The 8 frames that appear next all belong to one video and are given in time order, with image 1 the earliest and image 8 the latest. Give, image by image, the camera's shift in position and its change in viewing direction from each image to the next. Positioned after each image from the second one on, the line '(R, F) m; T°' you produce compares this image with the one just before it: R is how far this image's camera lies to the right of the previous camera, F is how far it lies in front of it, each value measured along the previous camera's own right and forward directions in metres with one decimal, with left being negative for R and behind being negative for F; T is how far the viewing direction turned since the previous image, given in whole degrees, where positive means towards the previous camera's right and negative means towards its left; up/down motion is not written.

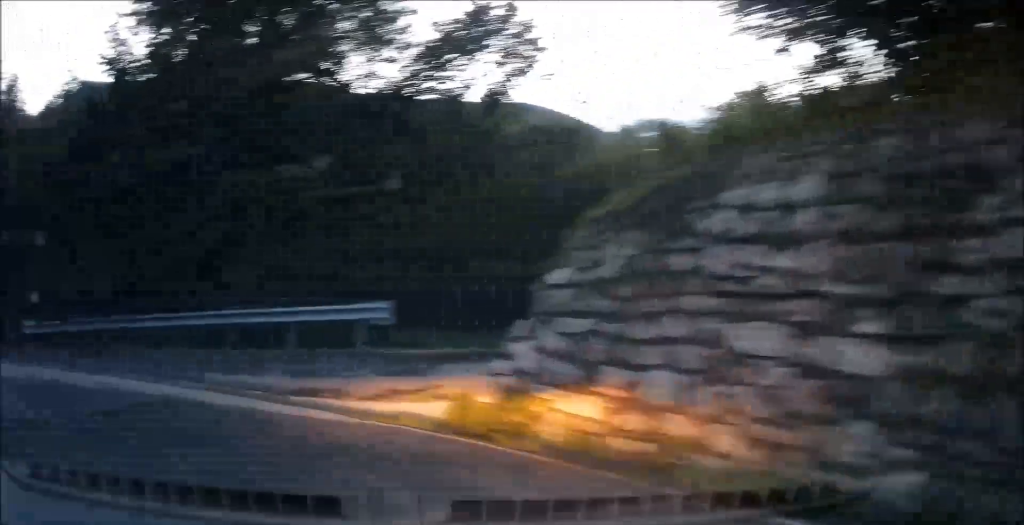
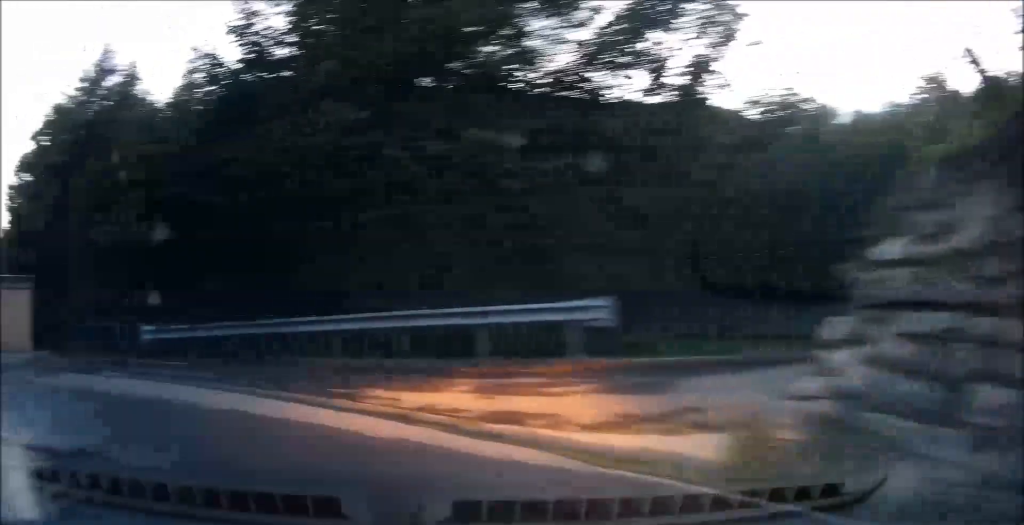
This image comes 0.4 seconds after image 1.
(0.0, +2.2) m; -18°
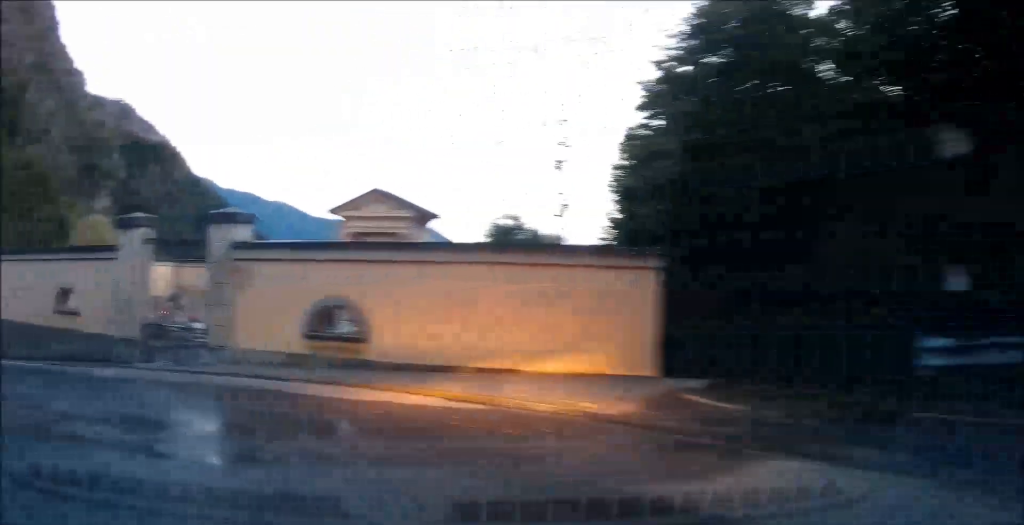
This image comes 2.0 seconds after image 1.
(-3.8, +5.9) m; -60°
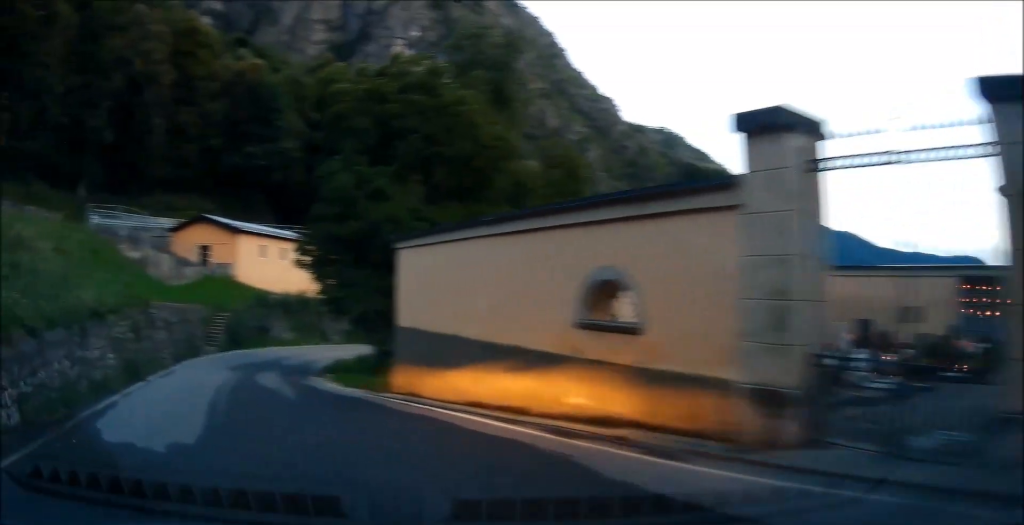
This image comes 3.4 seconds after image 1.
(-2.9, +5.9) m; -48°
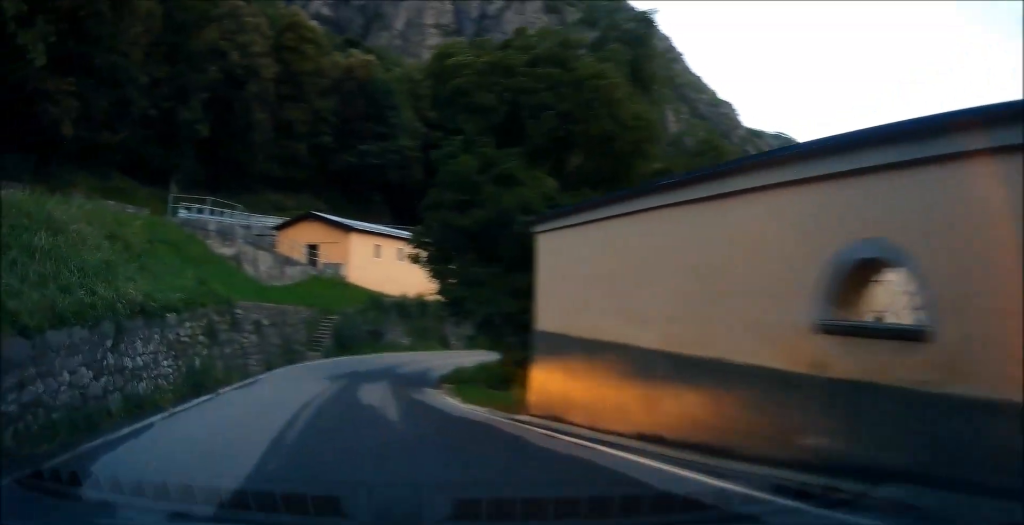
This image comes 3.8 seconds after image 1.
(-0.4, +2.6) m; -6°
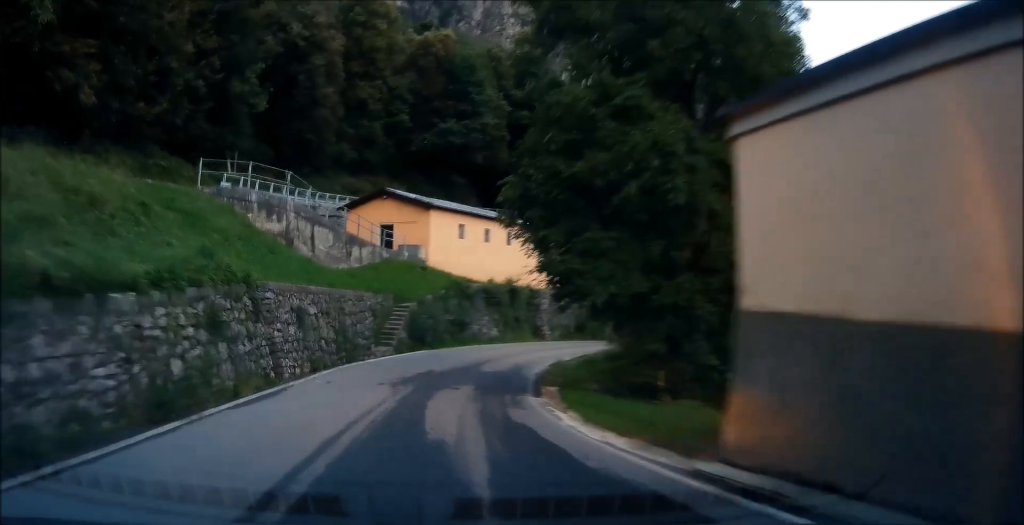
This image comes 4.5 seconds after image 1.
(-0.4, +4.2) m; -6°
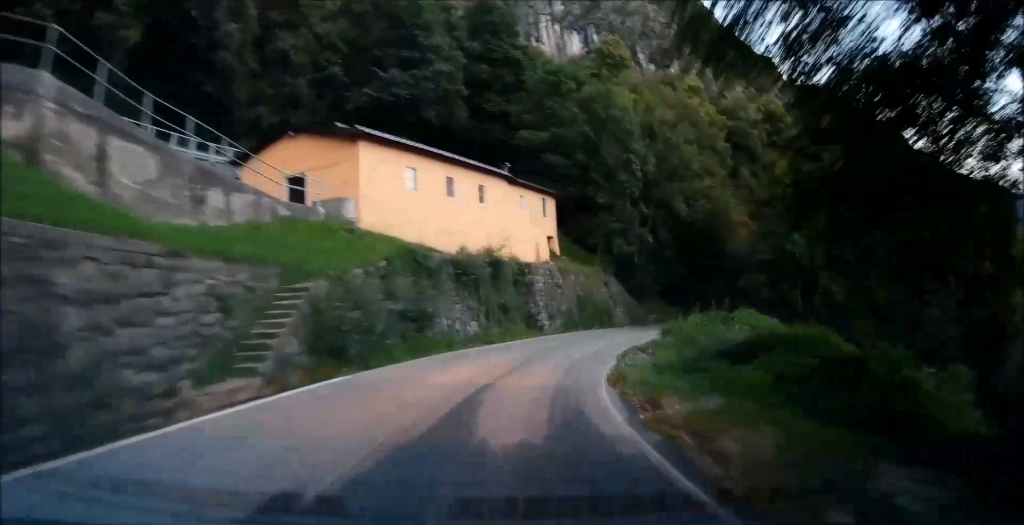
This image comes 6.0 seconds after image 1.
(+0.8, +12.8) m; +8°
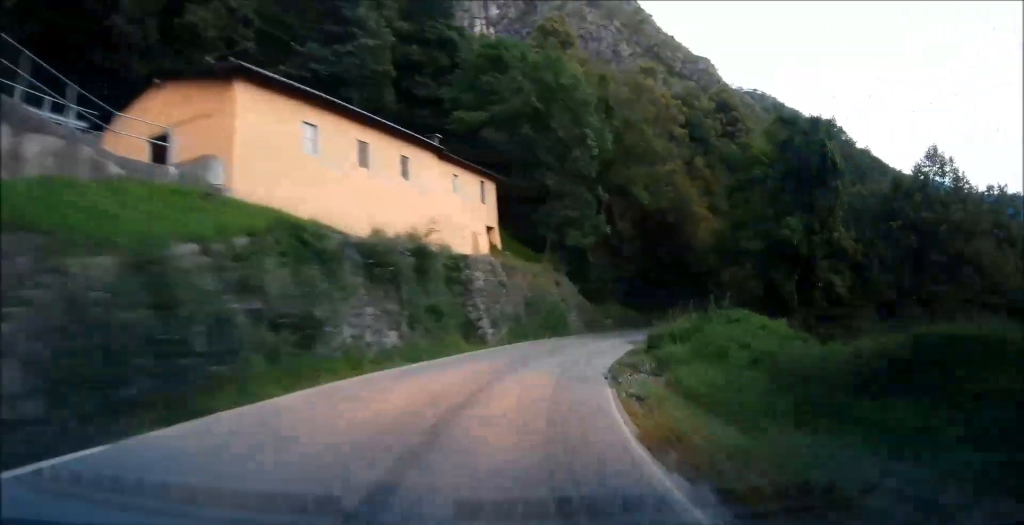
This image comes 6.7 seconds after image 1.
(+0.3, +6.5) m; +3°
